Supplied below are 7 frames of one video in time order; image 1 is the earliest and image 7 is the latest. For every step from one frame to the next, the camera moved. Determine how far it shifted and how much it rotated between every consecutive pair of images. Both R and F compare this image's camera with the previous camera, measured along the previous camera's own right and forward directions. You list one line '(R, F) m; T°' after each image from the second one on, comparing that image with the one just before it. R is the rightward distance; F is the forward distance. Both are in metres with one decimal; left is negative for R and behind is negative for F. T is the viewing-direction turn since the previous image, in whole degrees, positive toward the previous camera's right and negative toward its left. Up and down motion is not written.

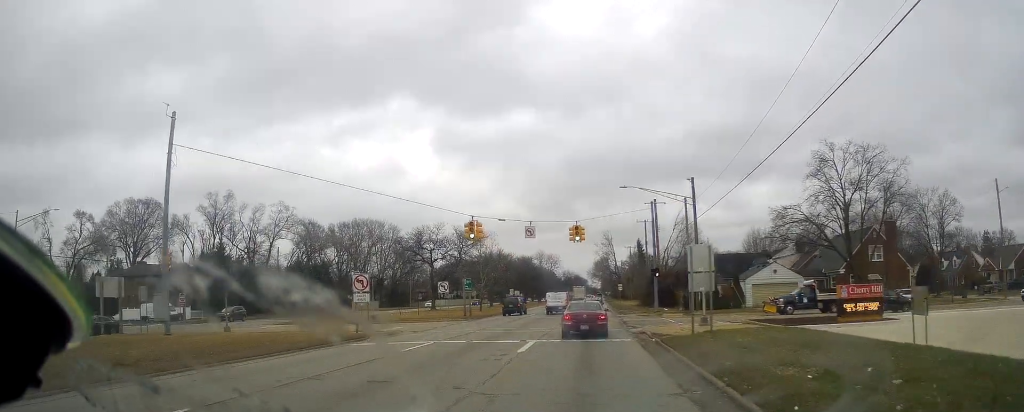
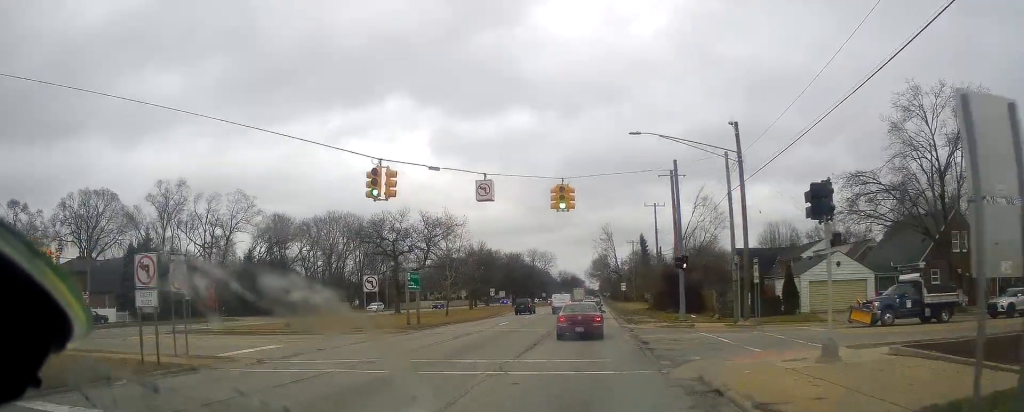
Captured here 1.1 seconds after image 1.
(-0.1, +15.8) m; -3°
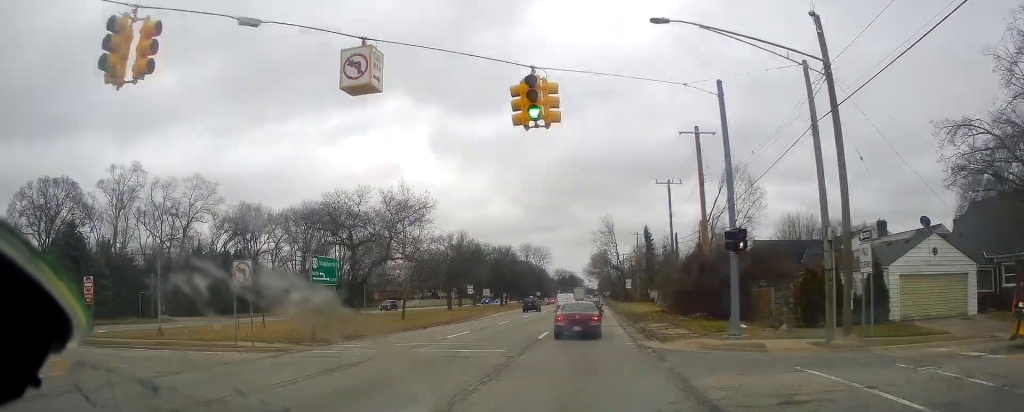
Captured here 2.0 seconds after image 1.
(-0.7, +12.9) m; 0°
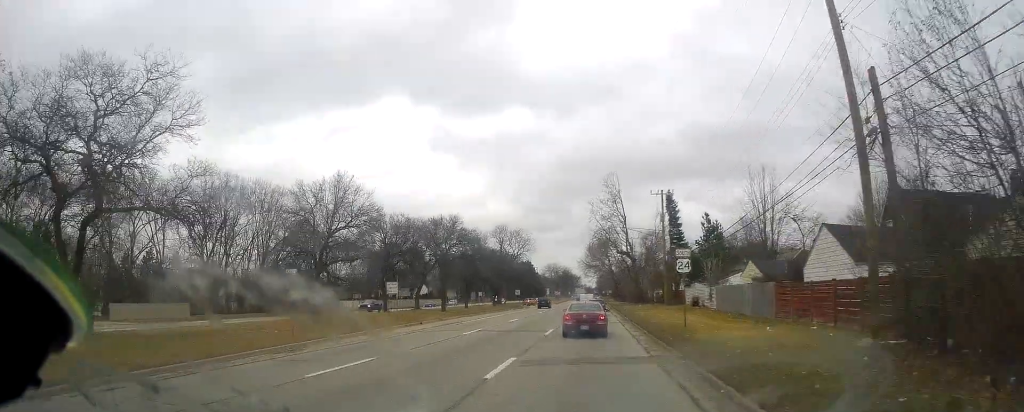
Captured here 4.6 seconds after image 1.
(+1.2, +38.1) m; 0°
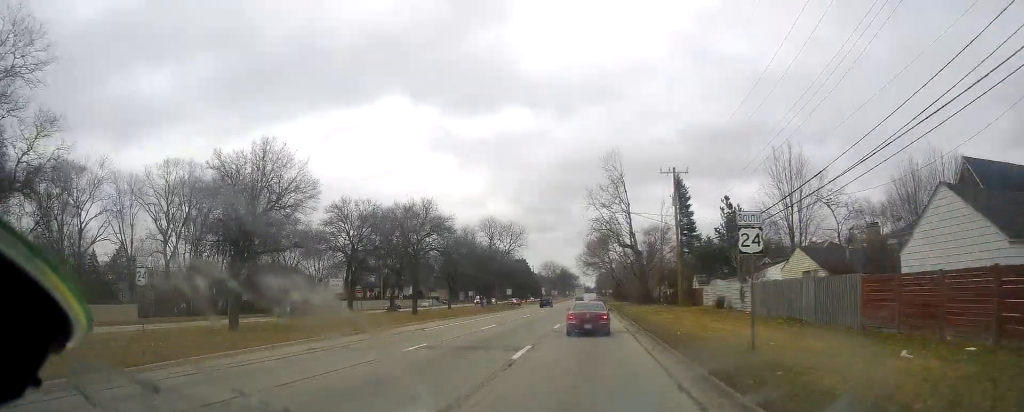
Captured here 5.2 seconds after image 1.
(-0.2, +10.0) m; +1°
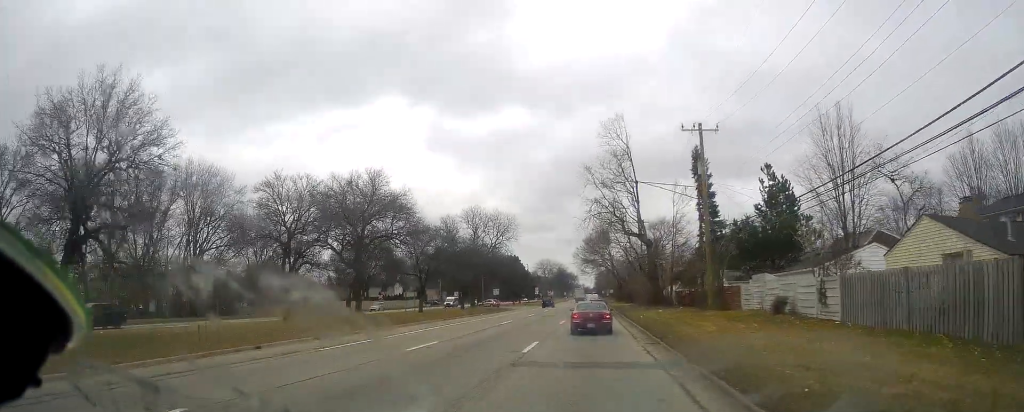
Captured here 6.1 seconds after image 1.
(+0.5, +13.0) m; +2°
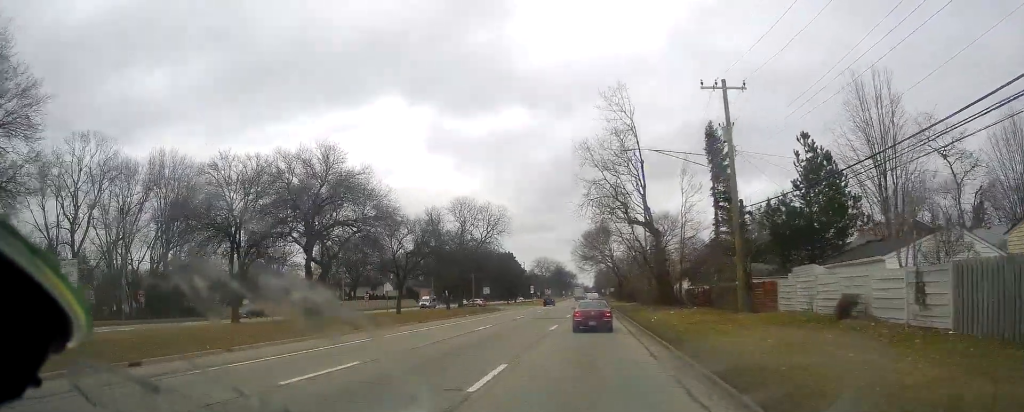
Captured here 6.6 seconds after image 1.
(0.0, +7.6) m; 0°
